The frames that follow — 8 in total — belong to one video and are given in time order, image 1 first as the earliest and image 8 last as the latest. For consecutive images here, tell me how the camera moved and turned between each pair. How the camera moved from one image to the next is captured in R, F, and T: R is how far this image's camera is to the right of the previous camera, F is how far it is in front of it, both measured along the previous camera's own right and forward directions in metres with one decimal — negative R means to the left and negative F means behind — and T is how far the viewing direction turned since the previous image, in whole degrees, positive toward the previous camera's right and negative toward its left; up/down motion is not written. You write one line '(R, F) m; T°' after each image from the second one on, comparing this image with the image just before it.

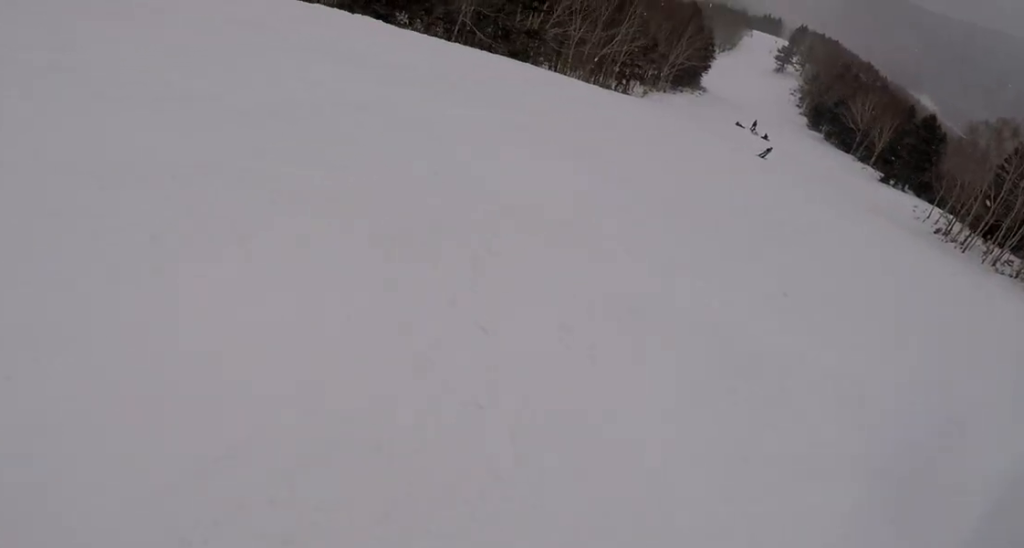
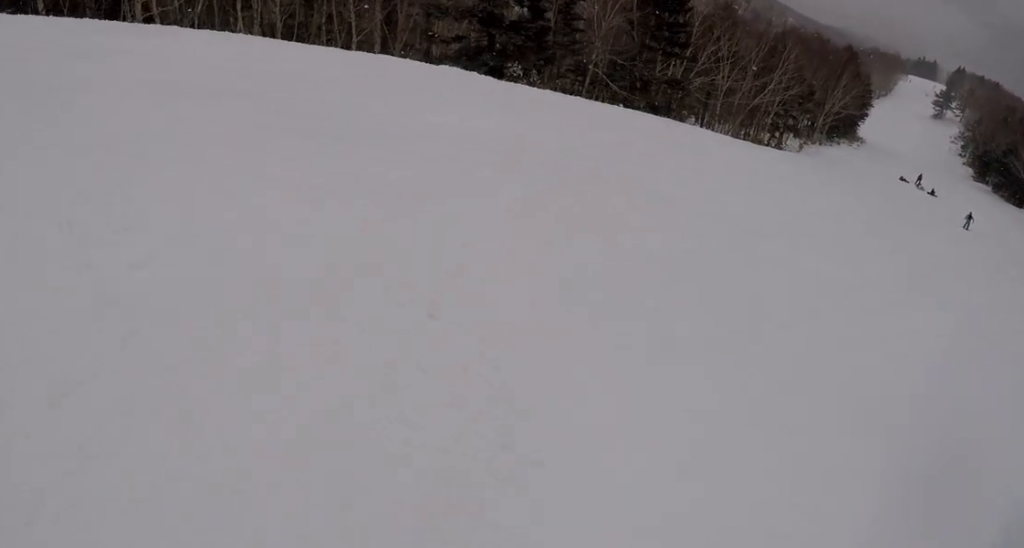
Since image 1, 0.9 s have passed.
(-1.0, +4.3) m; -16°
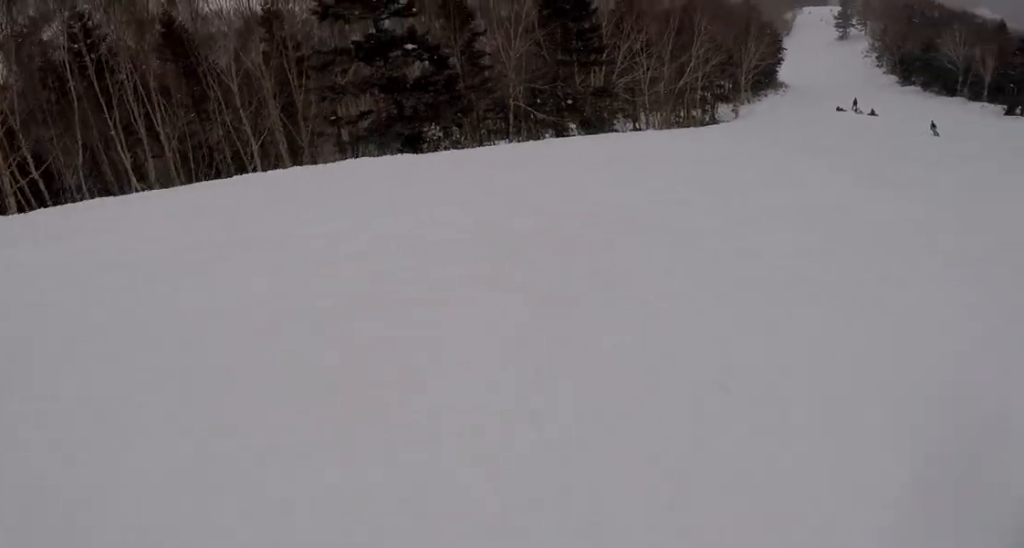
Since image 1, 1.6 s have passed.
(-0.3, +3.4) m; +2°
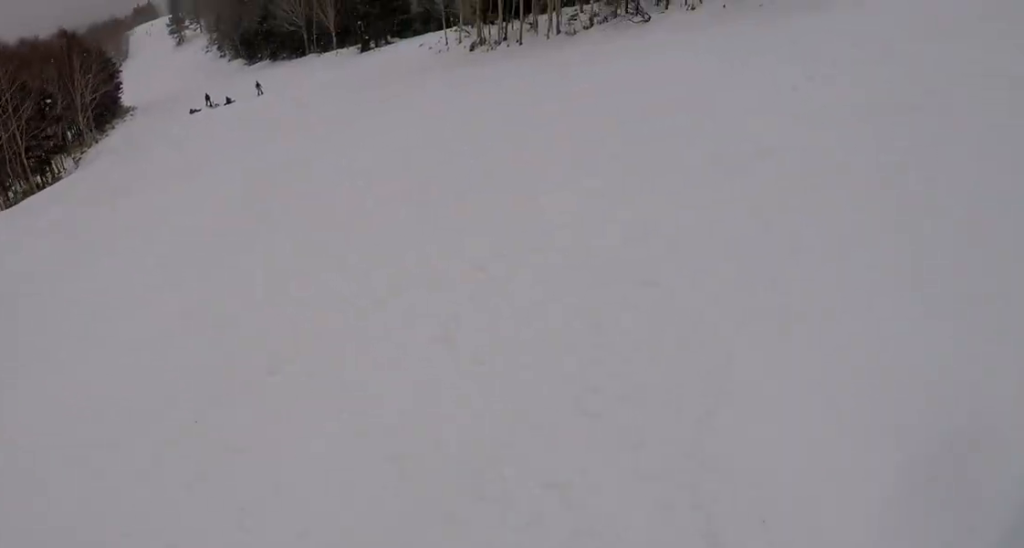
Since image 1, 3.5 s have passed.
(+2.6, +8.8) m; +34°
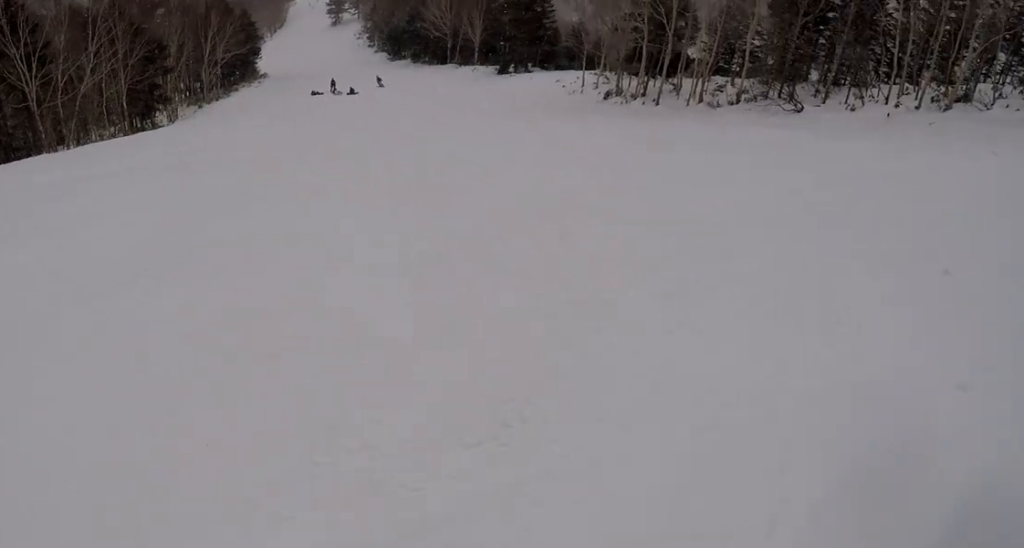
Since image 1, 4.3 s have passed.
(+0.4, +4.2) m; +3°
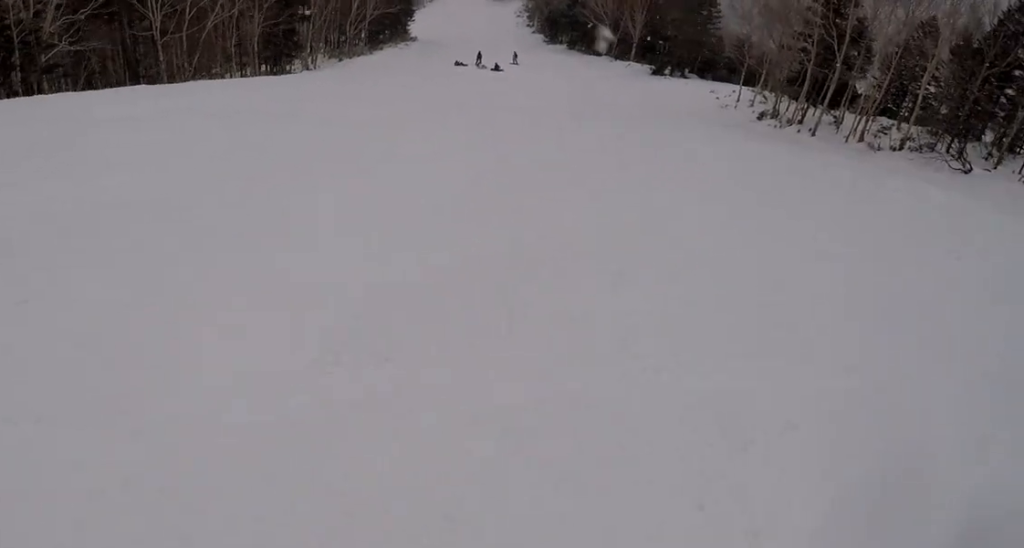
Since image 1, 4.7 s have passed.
(+0.1, +2.1) m; -5°
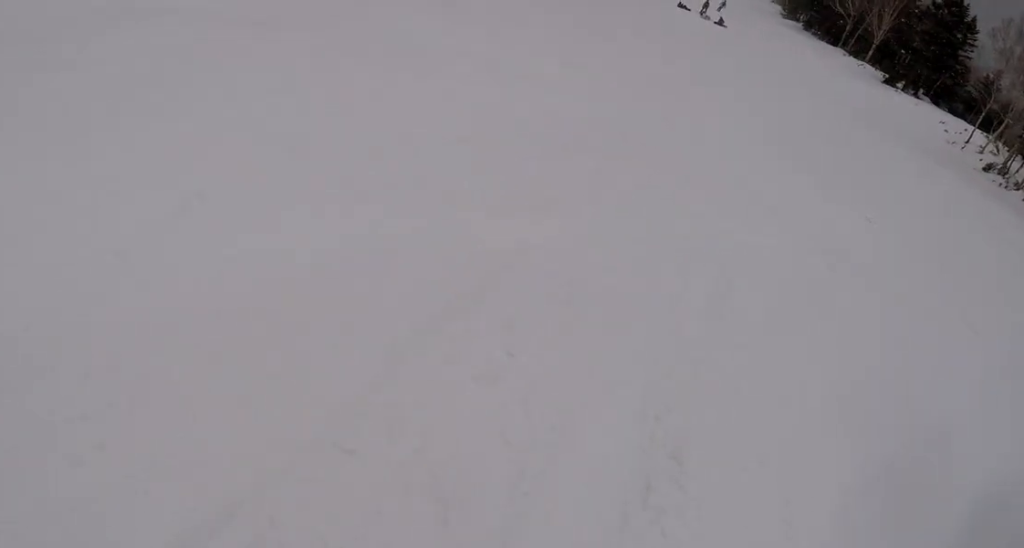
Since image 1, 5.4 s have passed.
(-0.1, +3.3) m; -9°
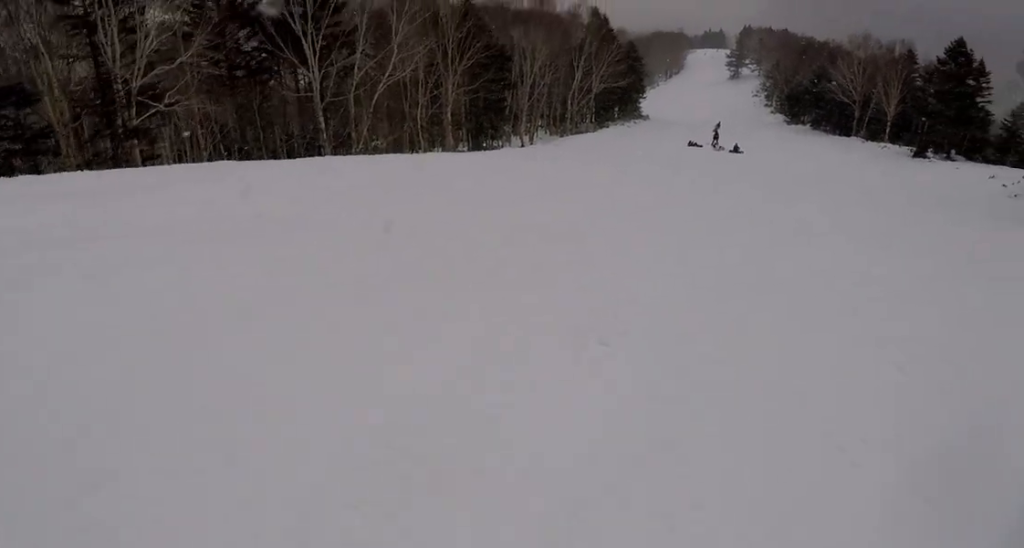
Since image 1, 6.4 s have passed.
(-1.1, +5.8) m; -13°
